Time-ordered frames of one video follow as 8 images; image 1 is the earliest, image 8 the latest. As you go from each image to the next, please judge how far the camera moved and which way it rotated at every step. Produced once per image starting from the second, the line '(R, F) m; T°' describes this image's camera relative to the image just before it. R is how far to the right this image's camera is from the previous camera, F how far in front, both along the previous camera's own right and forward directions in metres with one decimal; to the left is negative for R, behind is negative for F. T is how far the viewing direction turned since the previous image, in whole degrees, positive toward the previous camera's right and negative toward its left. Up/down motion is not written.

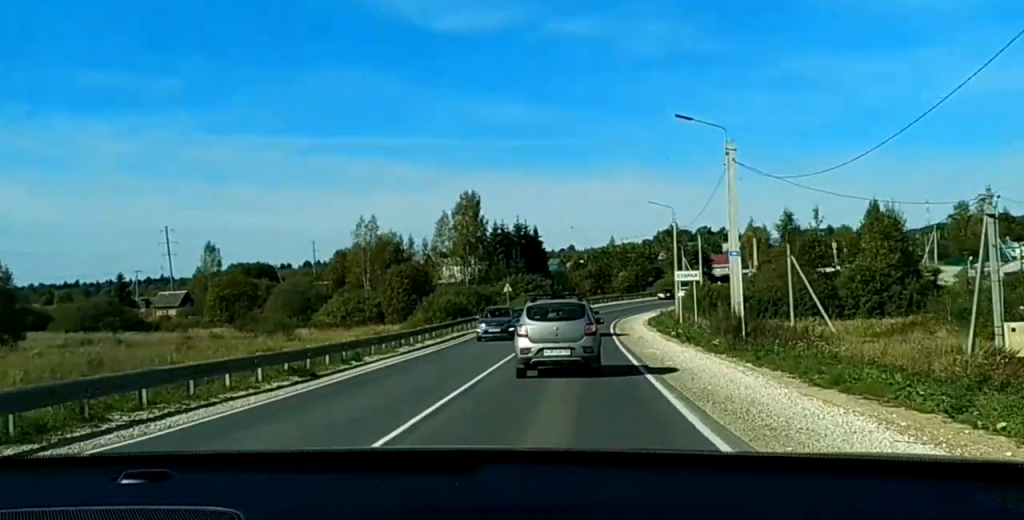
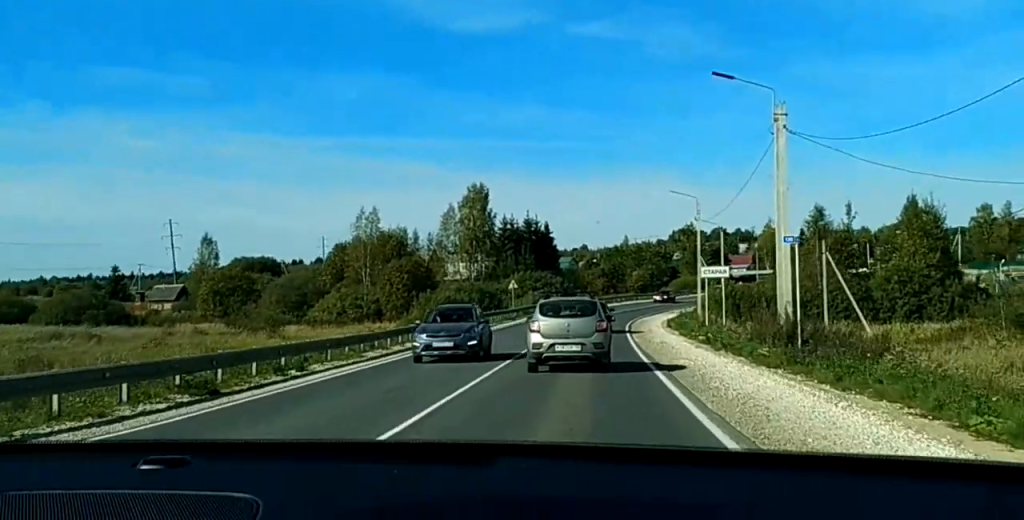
(-0.1, +7.1) m; 0°
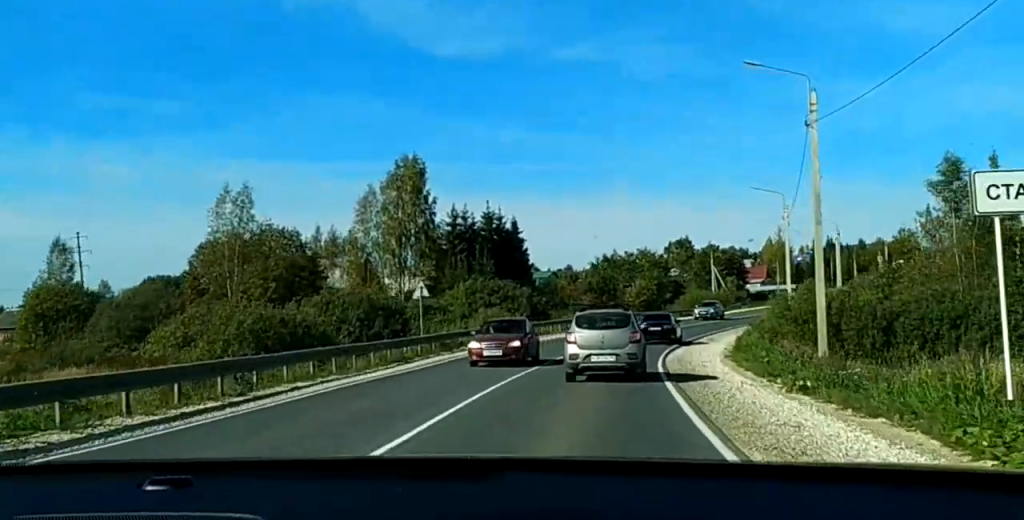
(-0.1, +35.7) m; +1°
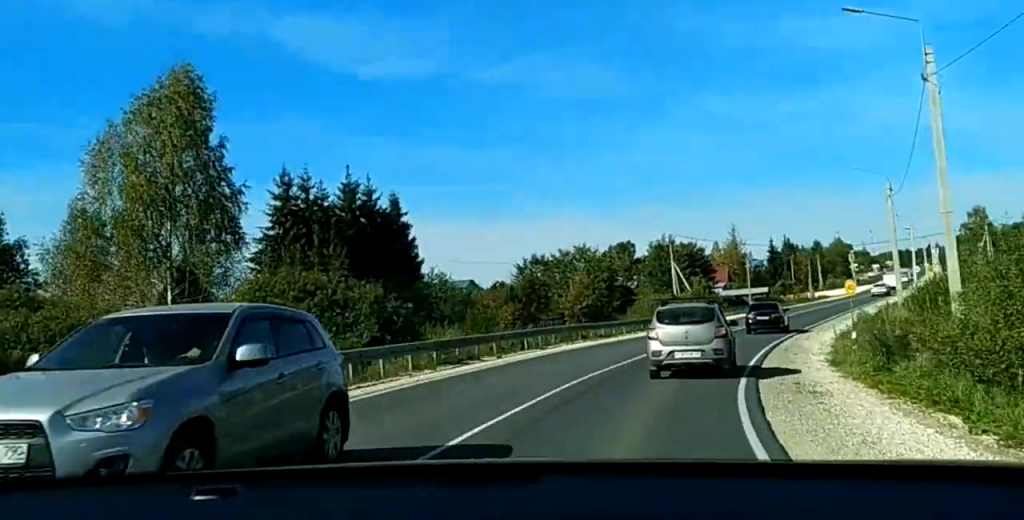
(+1.8, +34.2) m; +8°
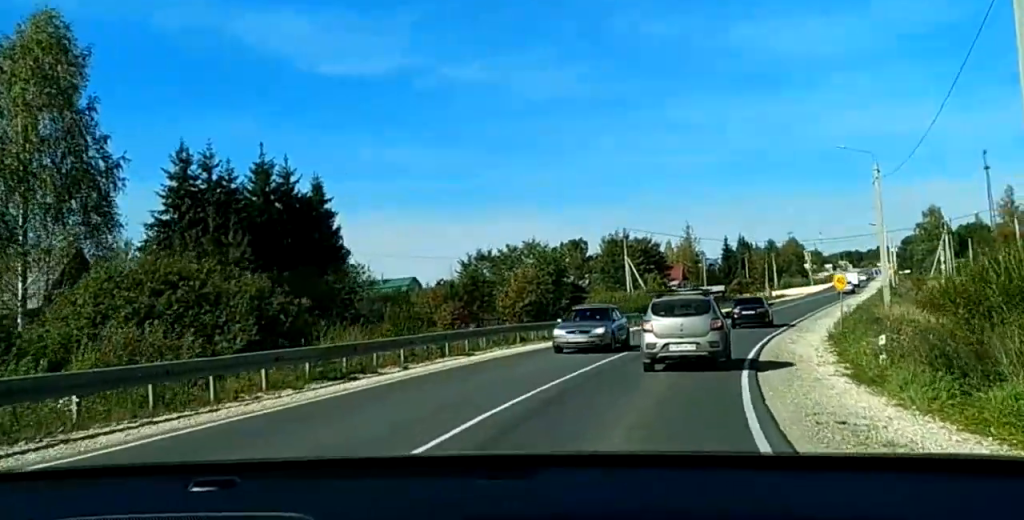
(+0.4, +8.3) m; +2°
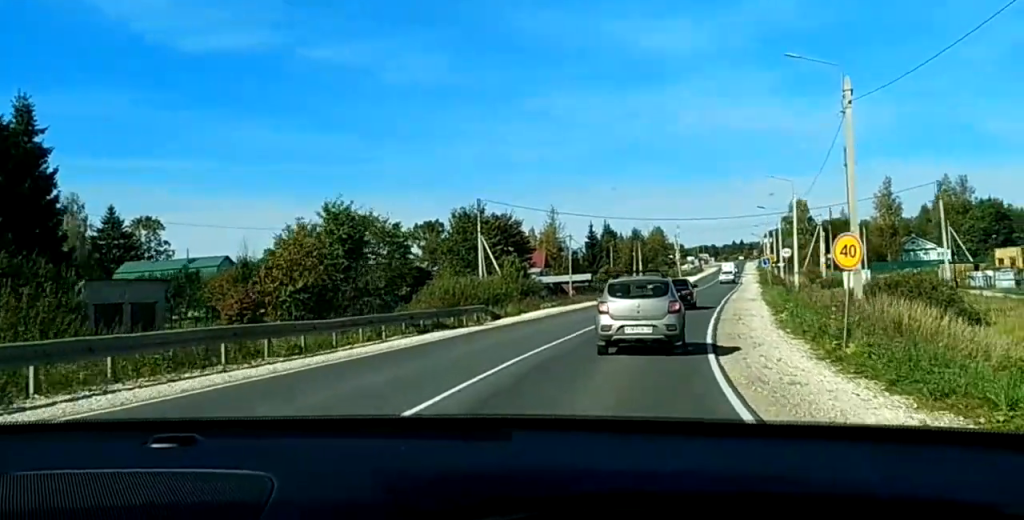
(+0.9, +19.5) m; +5°
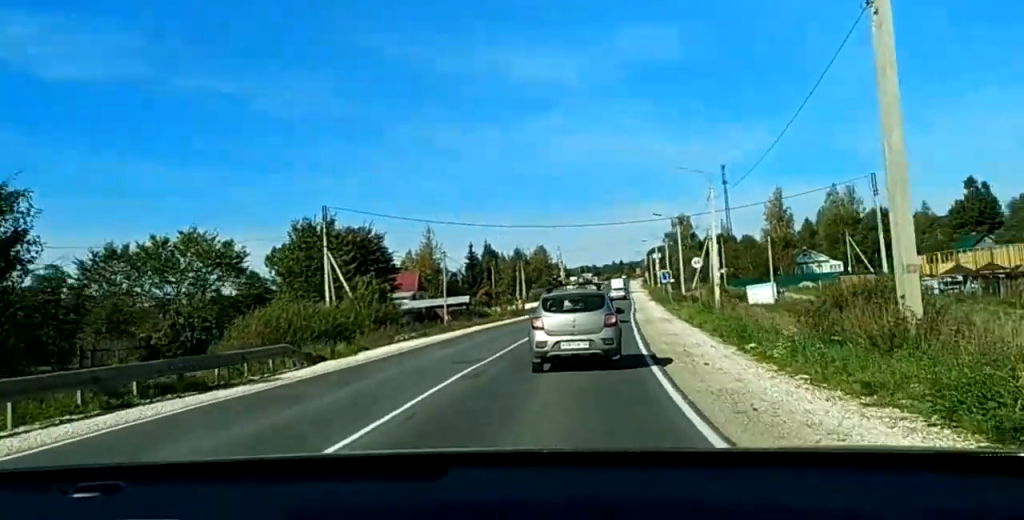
(+0.5, +15.9) m; +4°
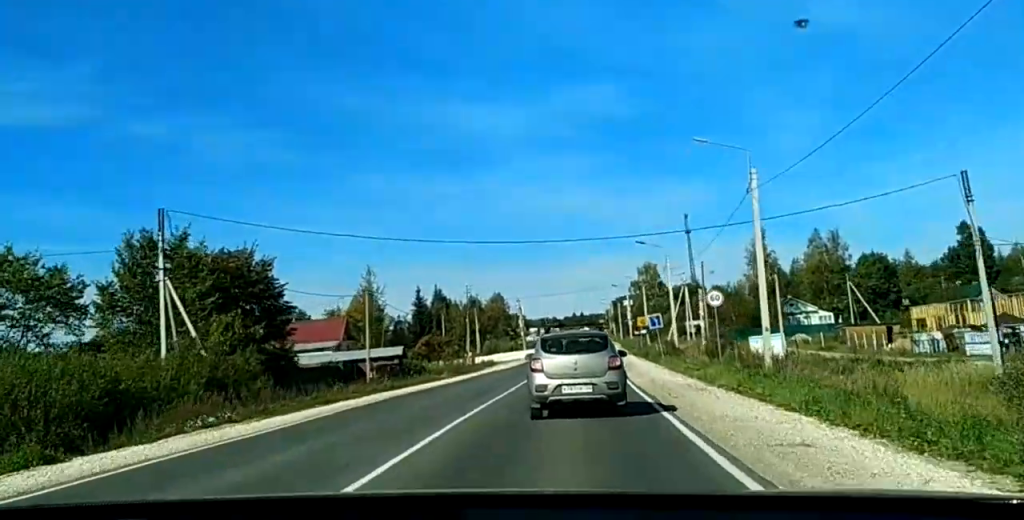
(+0.9, +24.4) m; +3°
